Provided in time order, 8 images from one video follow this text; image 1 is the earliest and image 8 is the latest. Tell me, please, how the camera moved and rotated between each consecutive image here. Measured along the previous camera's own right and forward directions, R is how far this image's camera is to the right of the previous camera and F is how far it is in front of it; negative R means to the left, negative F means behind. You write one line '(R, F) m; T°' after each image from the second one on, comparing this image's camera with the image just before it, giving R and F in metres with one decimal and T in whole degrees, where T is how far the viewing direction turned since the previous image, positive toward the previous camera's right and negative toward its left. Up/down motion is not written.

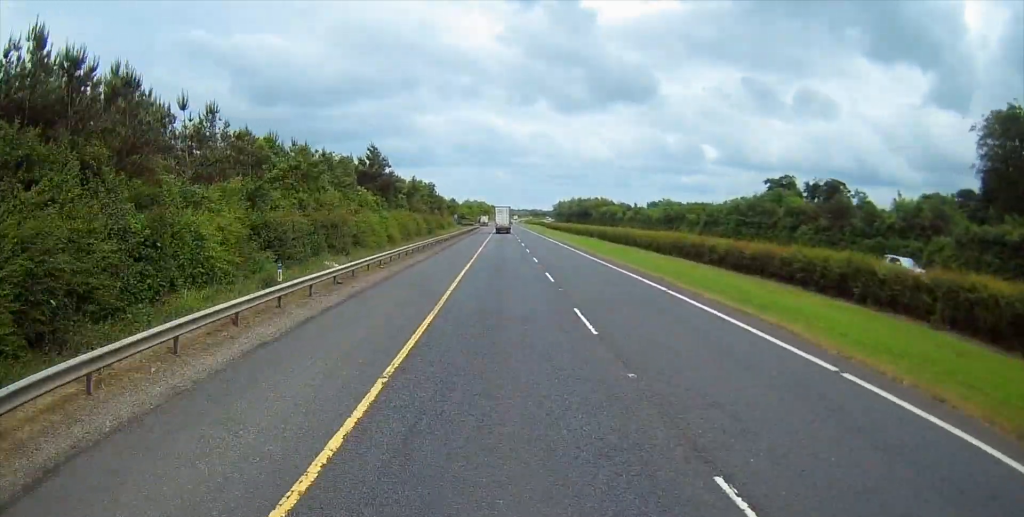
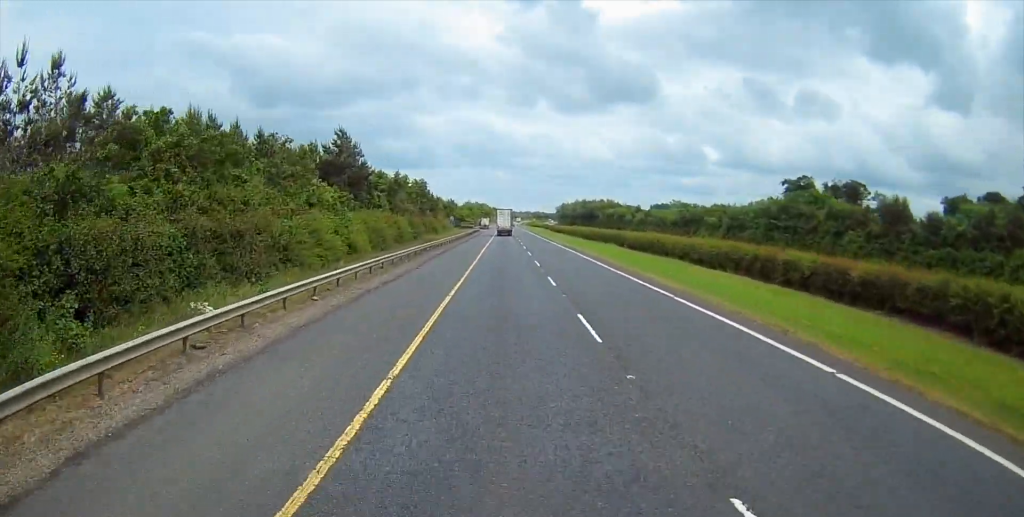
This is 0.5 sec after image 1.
(-0.1, +12.4) m; 0°
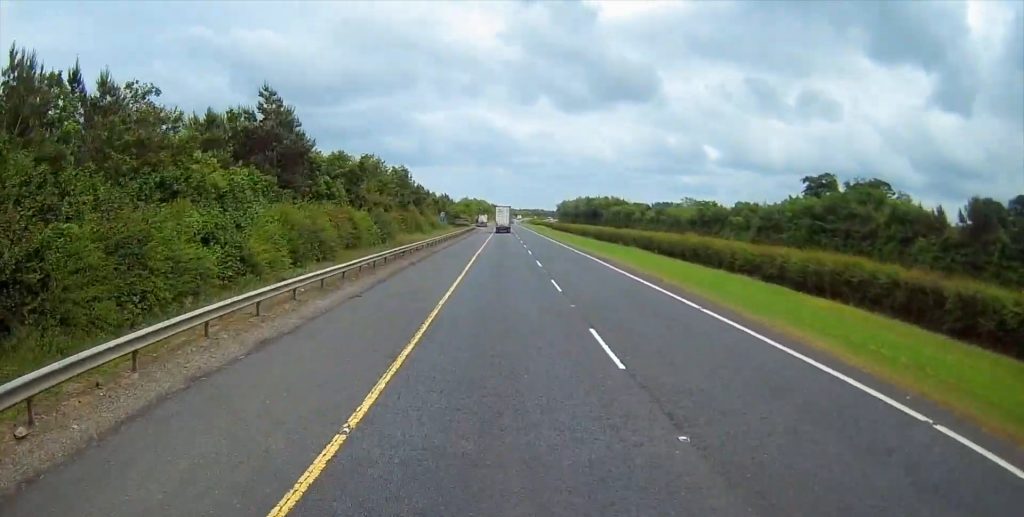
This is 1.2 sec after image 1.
(+0.3, +14.7) m; 0°
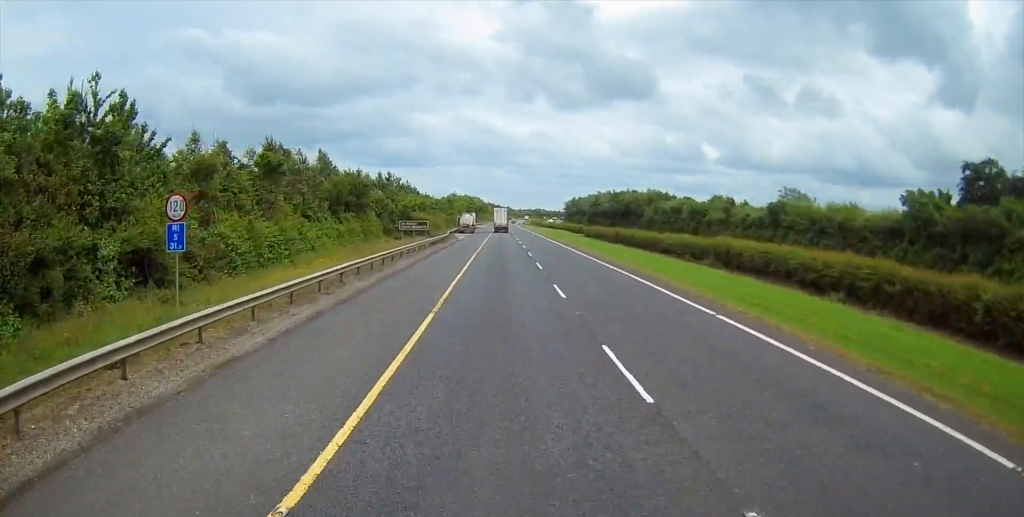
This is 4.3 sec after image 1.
(-0.4, +73.6) m; 0°
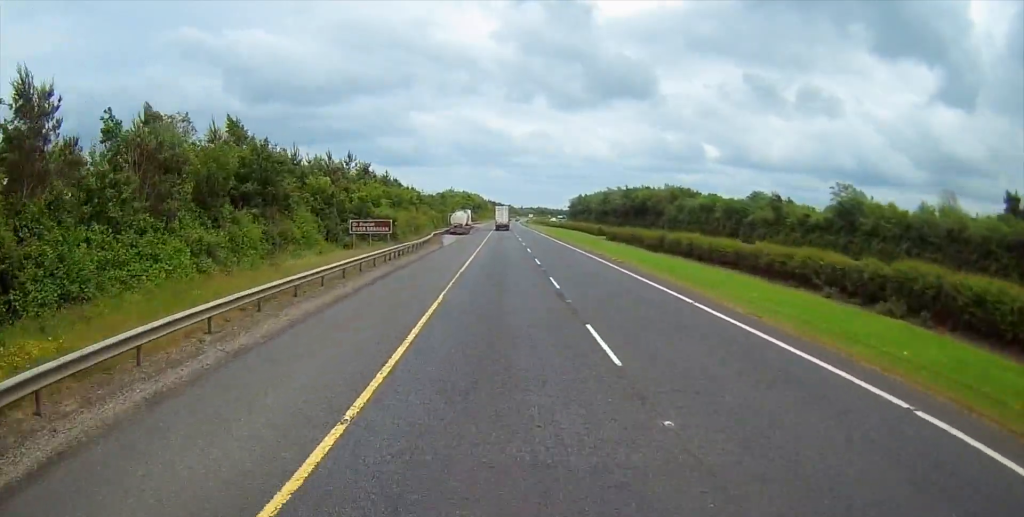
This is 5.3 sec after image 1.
(+0.4, +21.7) m; 0°
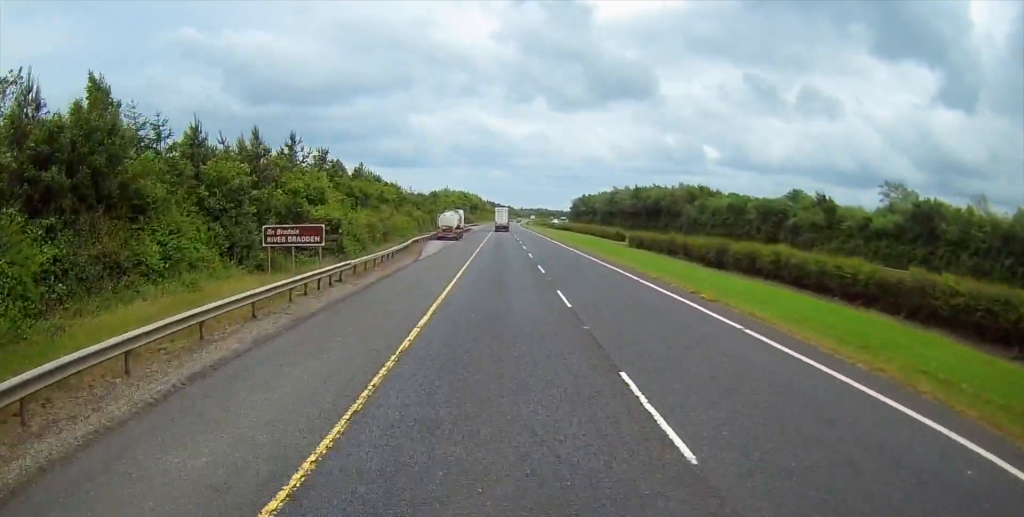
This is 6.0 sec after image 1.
(-0.2, +16.3) m; 0°
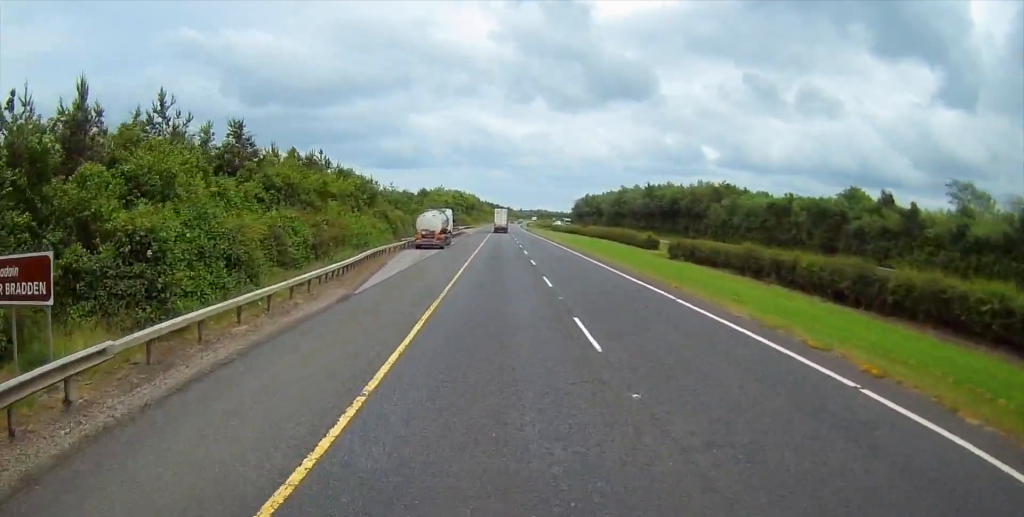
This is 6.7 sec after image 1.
(-0.1, +17.9) m; 0°
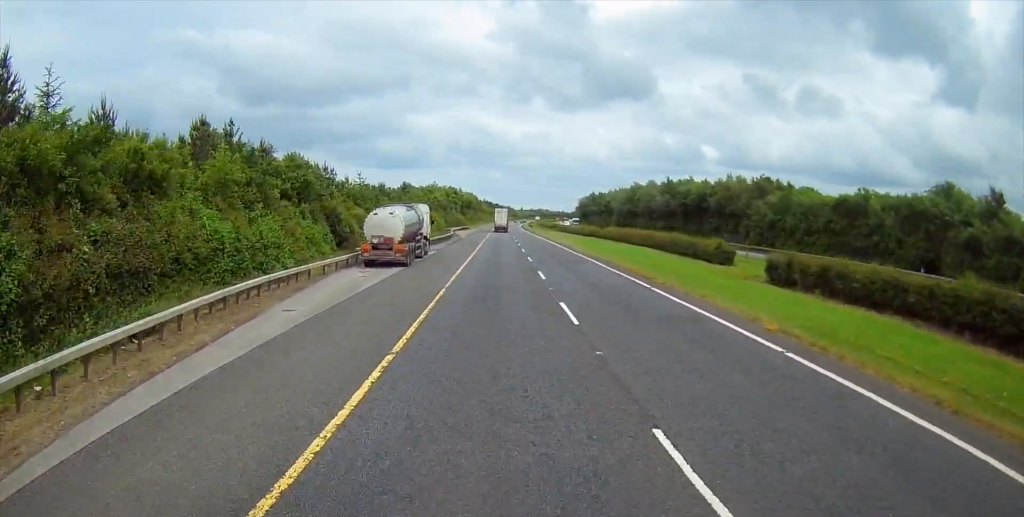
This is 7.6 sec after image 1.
(+0.2, +21.0) m; 0°
